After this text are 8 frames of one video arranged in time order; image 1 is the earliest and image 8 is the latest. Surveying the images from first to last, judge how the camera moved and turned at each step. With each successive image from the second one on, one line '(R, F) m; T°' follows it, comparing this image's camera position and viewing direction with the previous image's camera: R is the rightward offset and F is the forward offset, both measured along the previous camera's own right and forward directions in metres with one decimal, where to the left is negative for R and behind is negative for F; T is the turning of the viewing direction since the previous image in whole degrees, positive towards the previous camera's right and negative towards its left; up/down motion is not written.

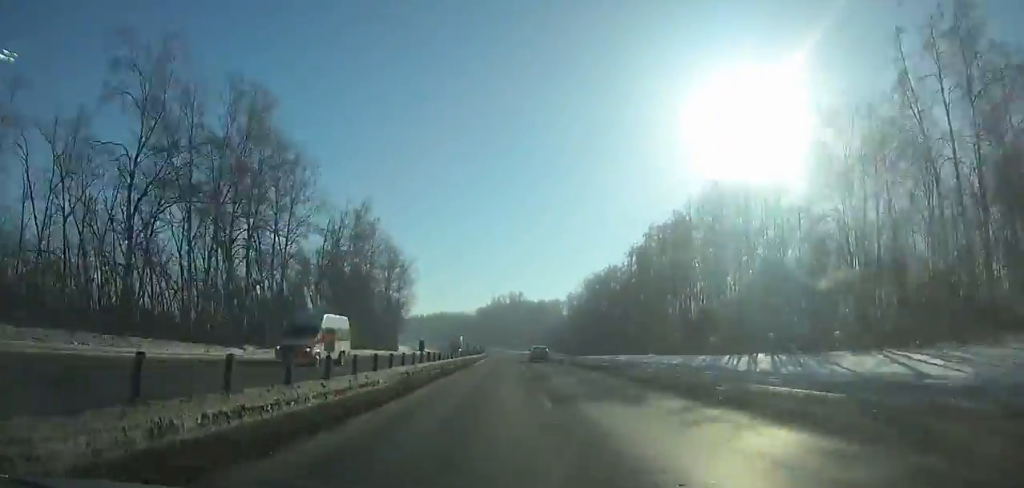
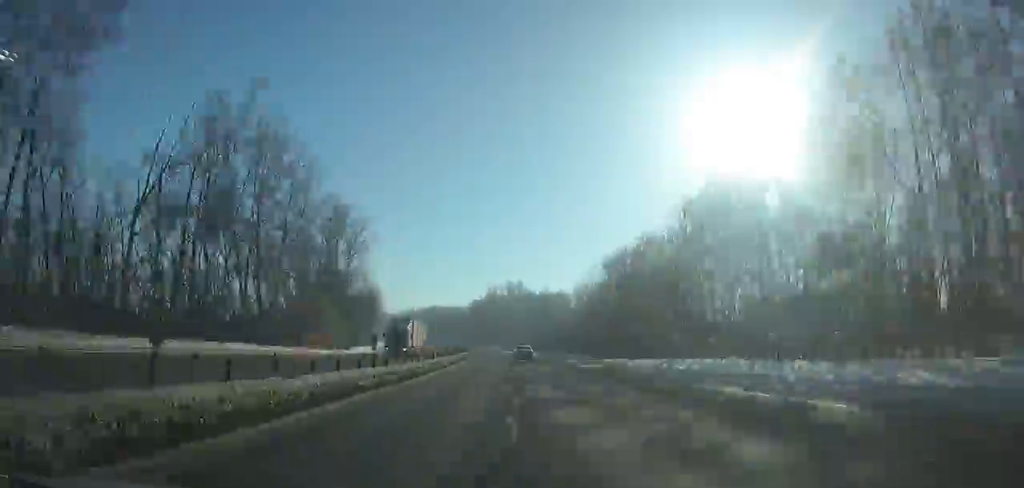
(-0.2, +39.7) m; -1°
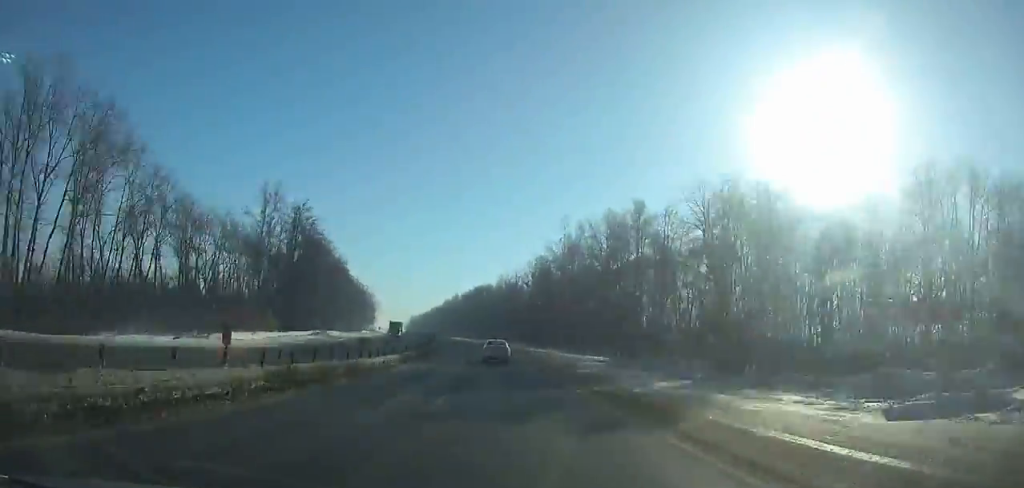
(-5.8, +126.3) m; -8°
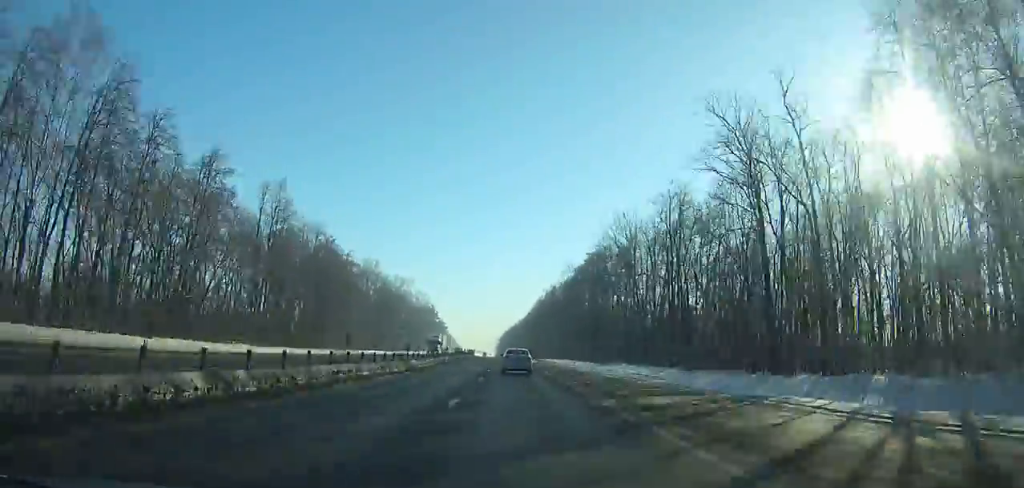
(-11.1, +120.8) m; -8°
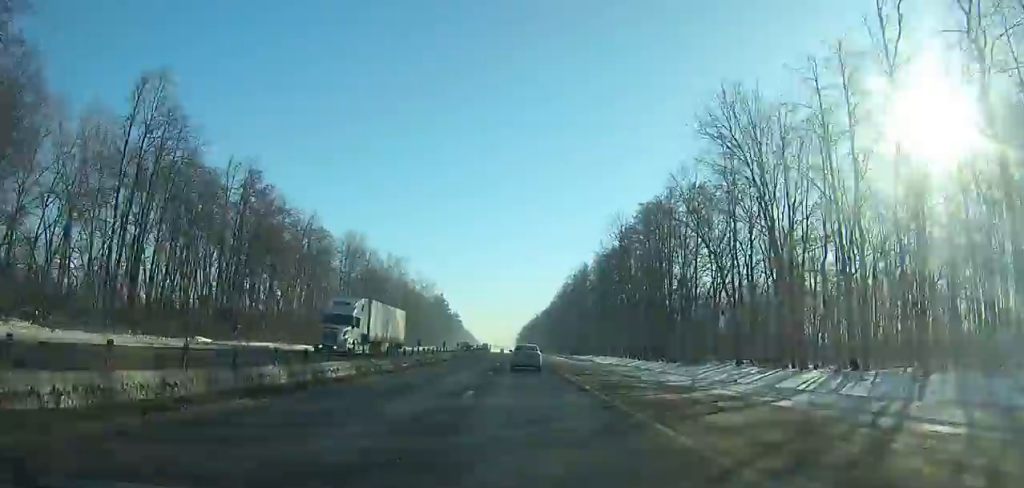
(-0.5, +35.2) m; -1°
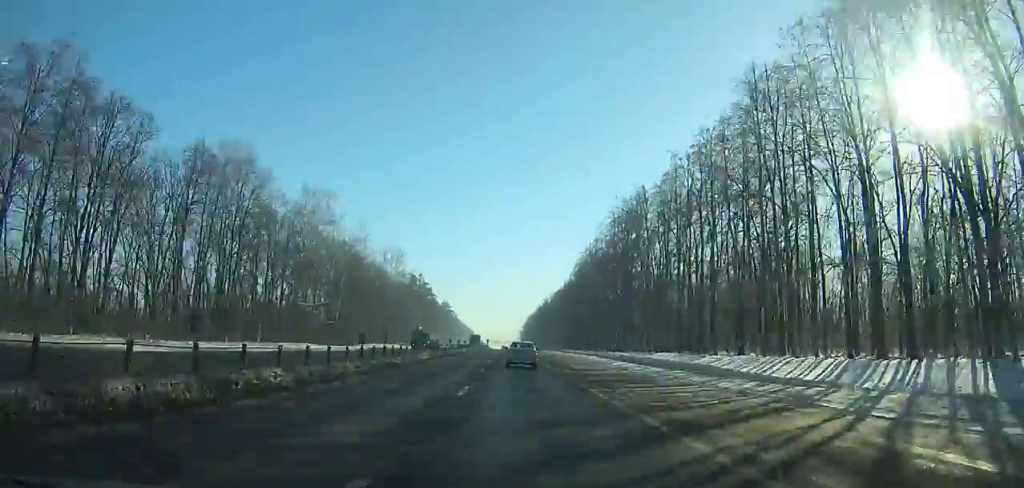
(-1.1, +58.9) m; -1°
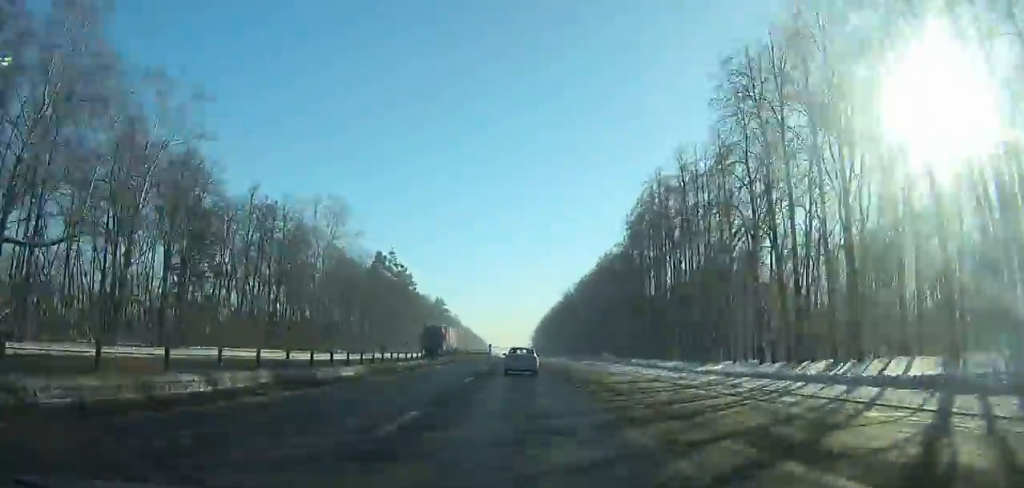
(-0.3, +52.5) m; -1°
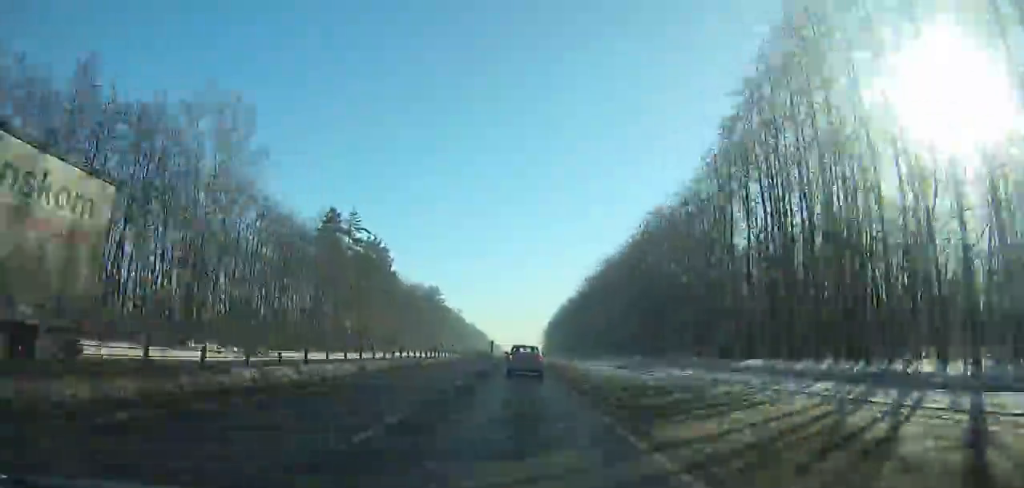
(+0.2, +35.2) m; 0°
